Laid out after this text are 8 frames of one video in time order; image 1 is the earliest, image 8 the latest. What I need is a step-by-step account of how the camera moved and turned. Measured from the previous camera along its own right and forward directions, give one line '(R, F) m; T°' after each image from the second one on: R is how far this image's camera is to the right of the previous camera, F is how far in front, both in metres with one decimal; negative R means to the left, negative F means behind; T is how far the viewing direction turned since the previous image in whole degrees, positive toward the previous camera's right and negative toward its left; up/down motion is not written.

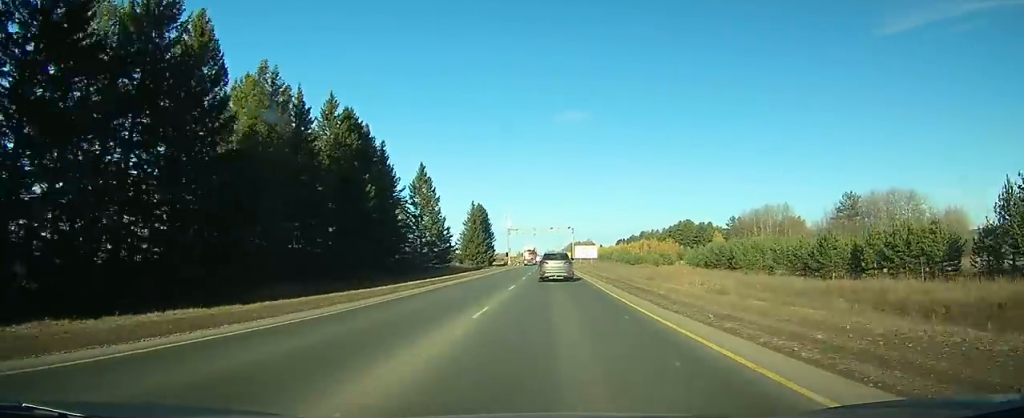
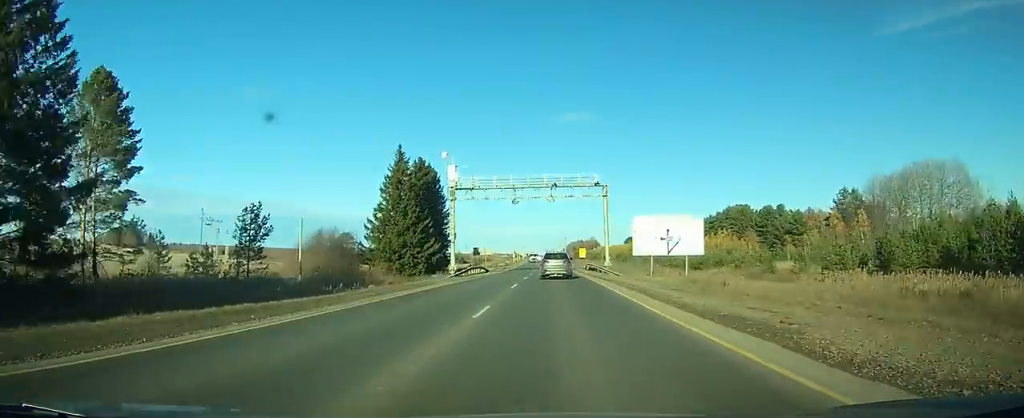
(-0.3, +84.9) m; 0°
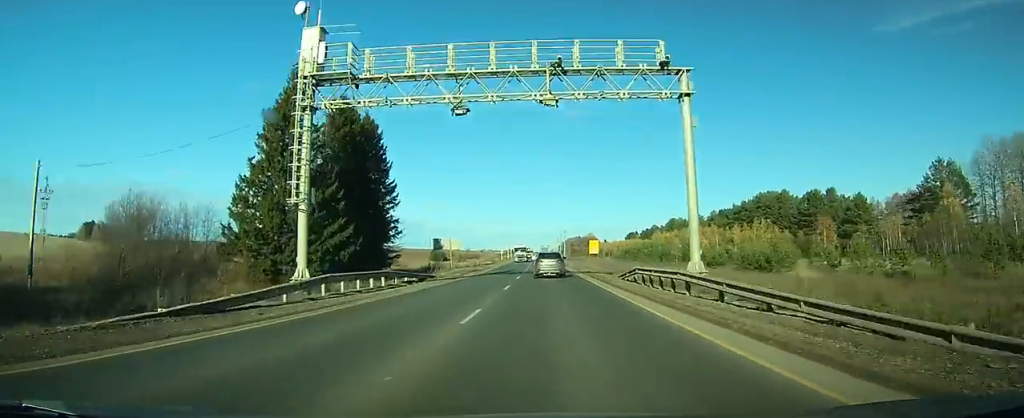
(0.0, +37.0) m; 0°
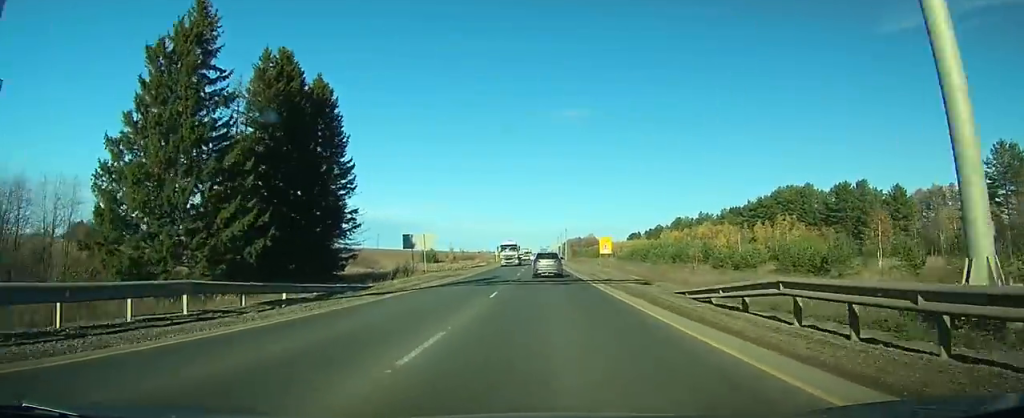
(0.0, +16.5) m; 0°
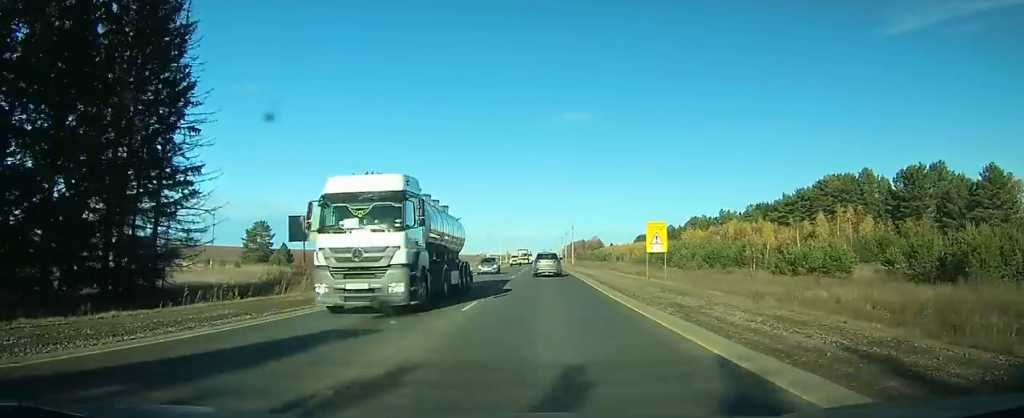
(+0.1, +28.9) m; 0°
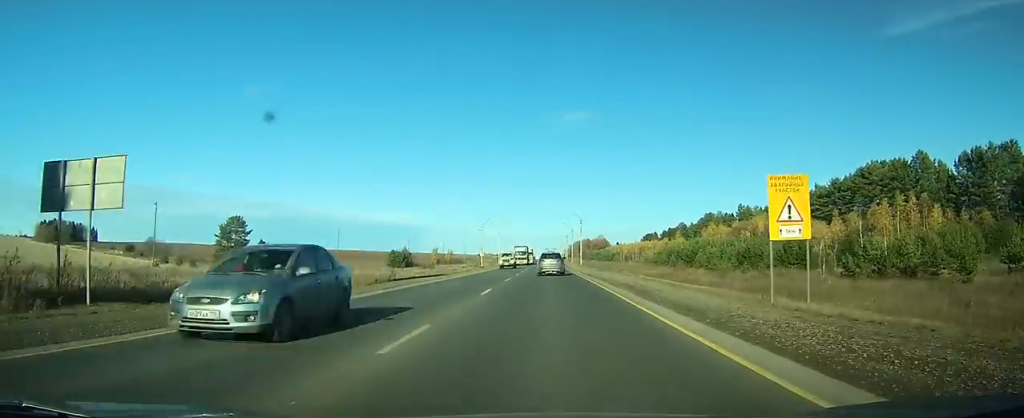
(+0.1, +19.3) m; 0°
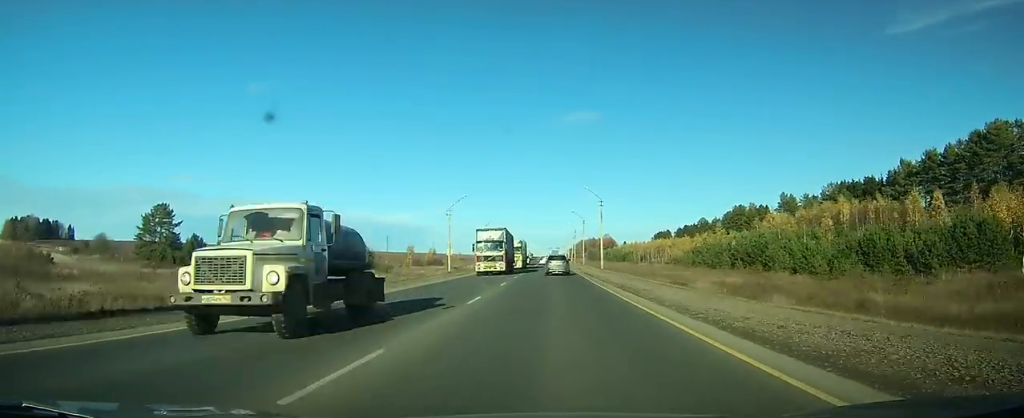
(-0.2, +38.8) m; 0°
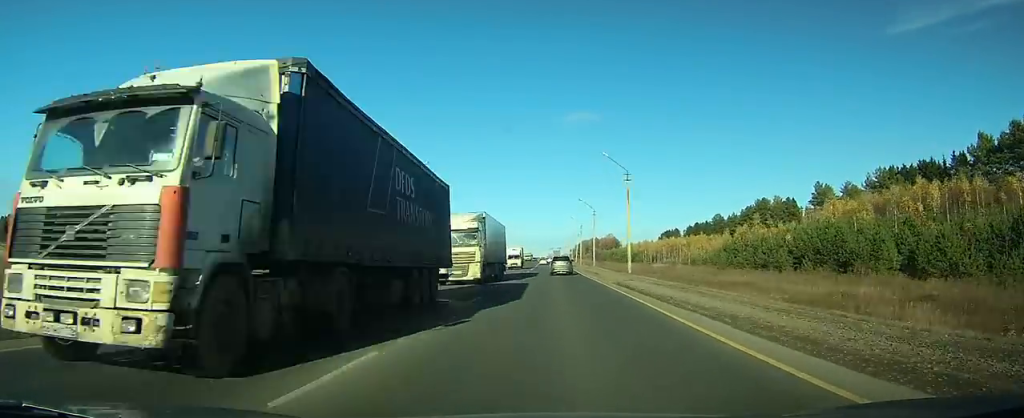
(+0.1, +23.9) m; 0°
